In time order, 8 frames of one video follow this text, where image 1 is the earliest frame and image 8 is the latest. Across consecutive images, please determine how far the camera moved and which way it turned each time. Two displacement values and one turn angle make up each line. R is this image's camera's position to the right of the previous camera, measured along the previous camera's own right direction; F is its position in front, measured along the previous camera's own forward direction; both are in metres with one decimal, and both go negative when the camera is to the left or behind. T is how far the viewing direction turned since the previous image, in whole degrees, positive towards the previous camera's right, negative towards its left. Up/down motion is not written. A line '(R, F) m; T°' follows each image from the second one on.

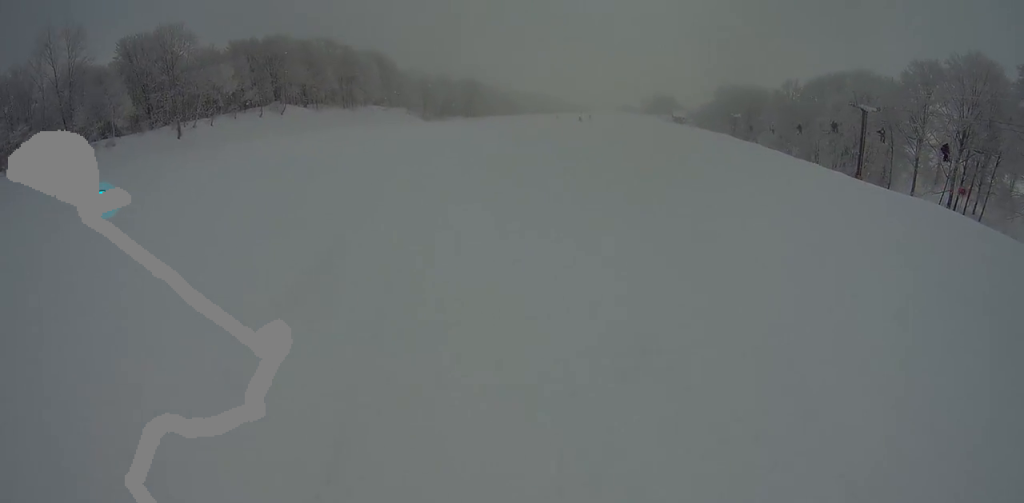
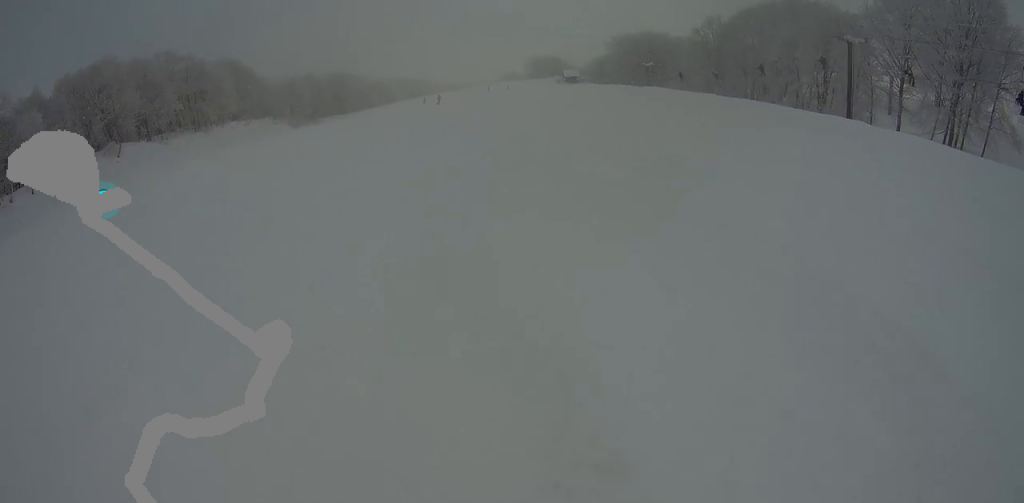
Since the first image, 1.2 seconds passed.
(-0.8, +14.5) m; -2°
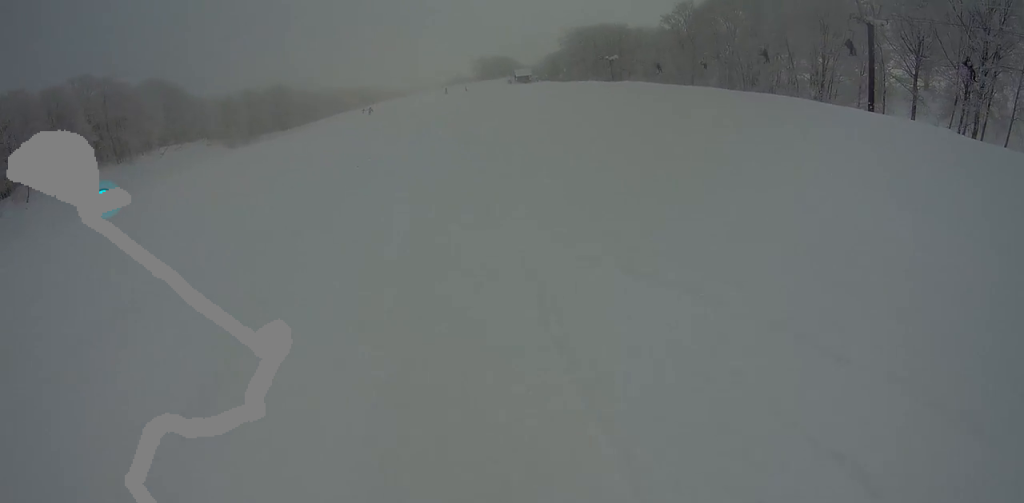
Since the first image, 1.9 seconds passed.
(+0.2, +8.9) m; +8°
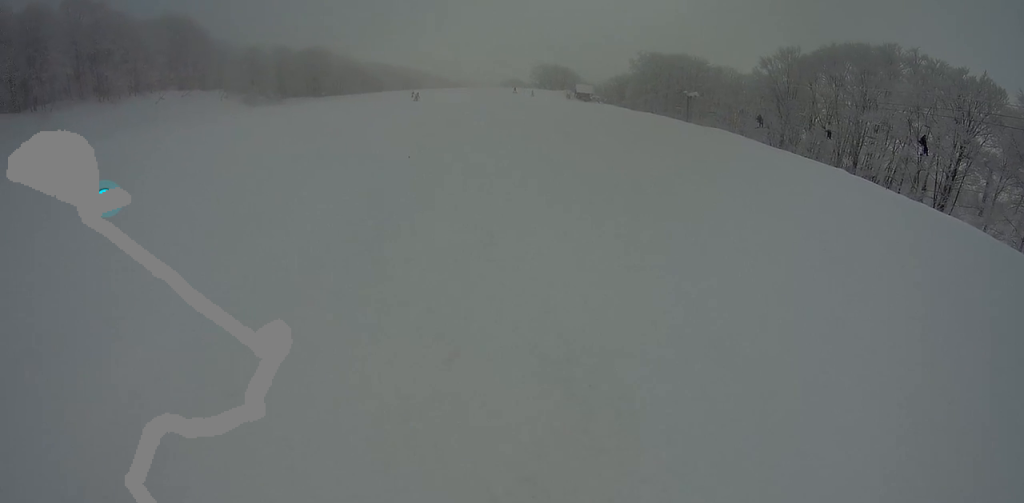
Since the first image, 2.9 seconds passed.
(+1.9, +12.7) m; +11°
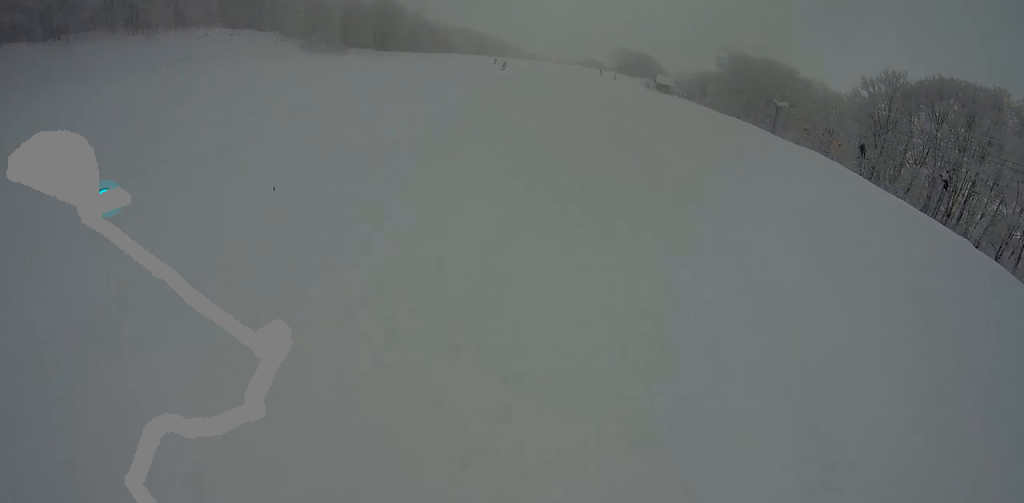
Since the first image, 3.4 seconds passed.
(+0.9, +6.5) m; +2°
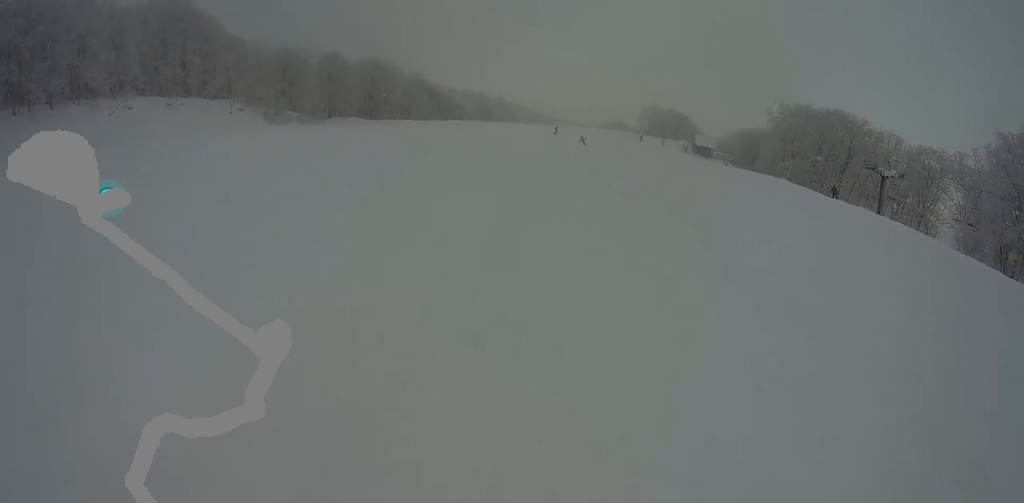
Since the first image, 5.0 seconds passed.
(-4.6, +19.6) m; -22°
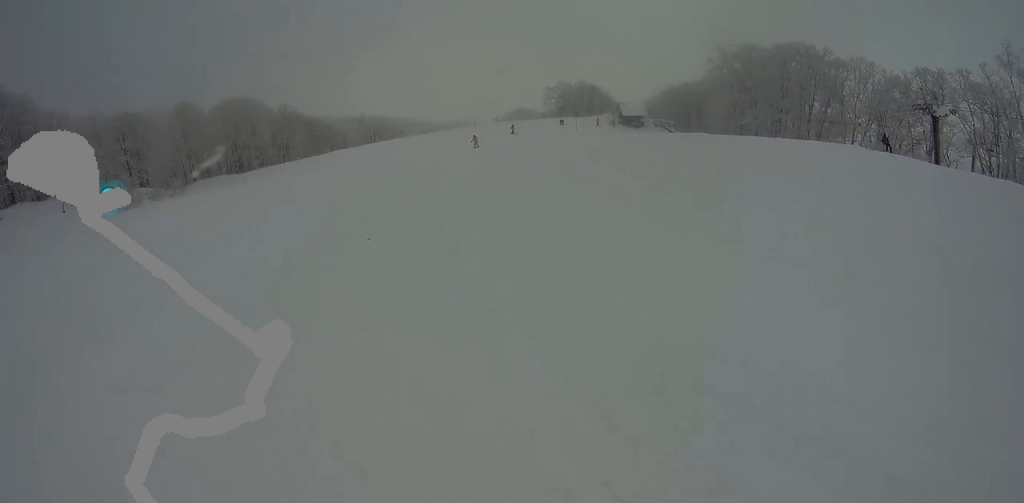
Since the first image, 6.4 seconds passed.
(-1.4, +17.6) m; +3°
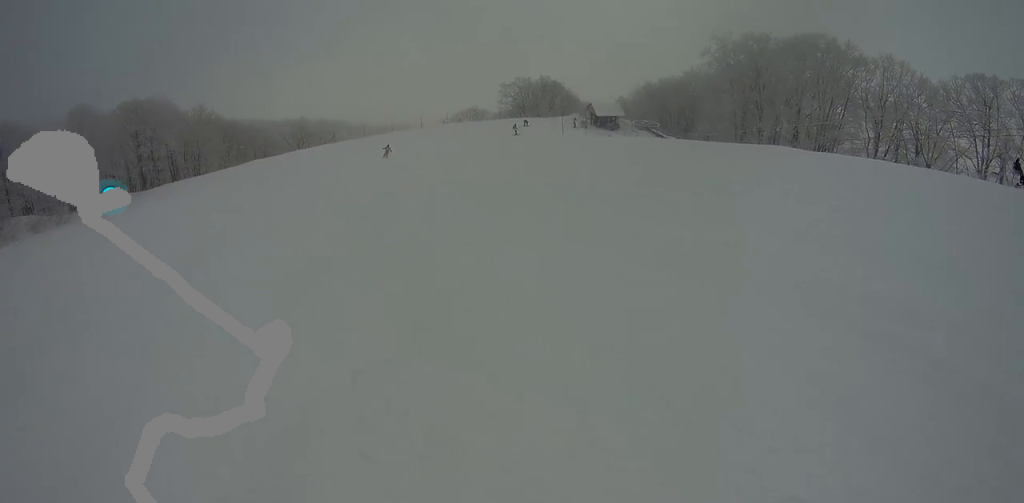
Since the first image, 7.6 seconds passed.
(+2.5, +14.8) m; +12°
